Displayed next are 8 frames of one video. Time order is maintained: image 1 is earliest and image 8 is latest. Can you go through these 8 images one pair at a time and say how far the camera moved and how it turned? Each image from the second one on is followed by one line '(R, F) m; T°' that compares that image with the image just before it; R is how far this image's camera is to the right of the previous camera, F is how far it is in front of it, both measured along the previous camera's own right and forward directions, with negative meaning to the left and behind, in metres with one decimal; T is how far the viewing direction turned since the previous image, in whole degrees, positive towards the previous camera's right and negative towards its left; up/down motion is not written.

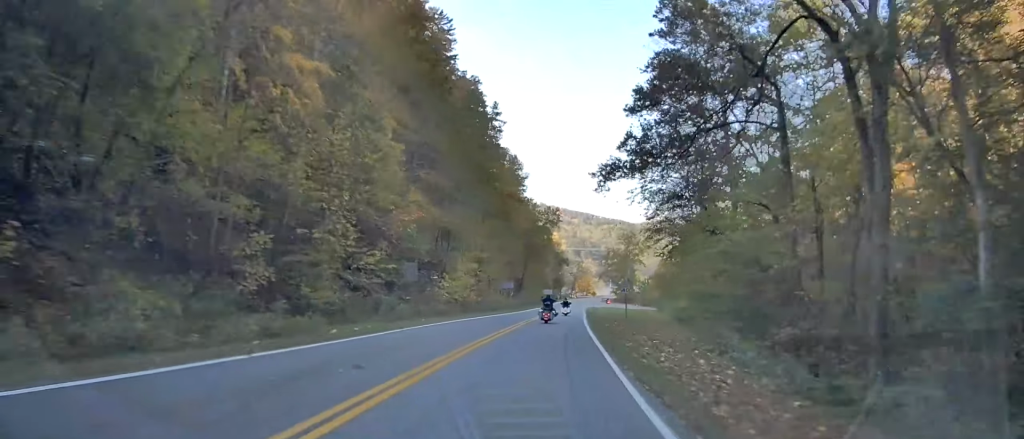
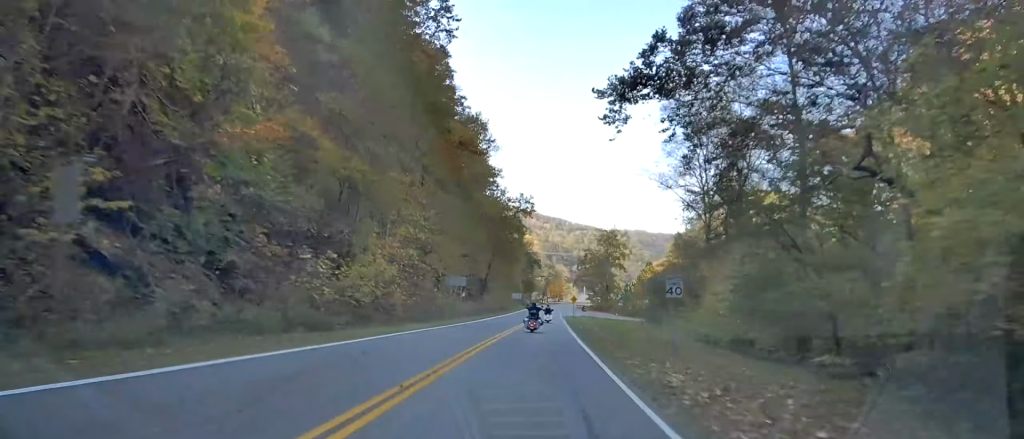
(+0.4, +22.5) m; +2°
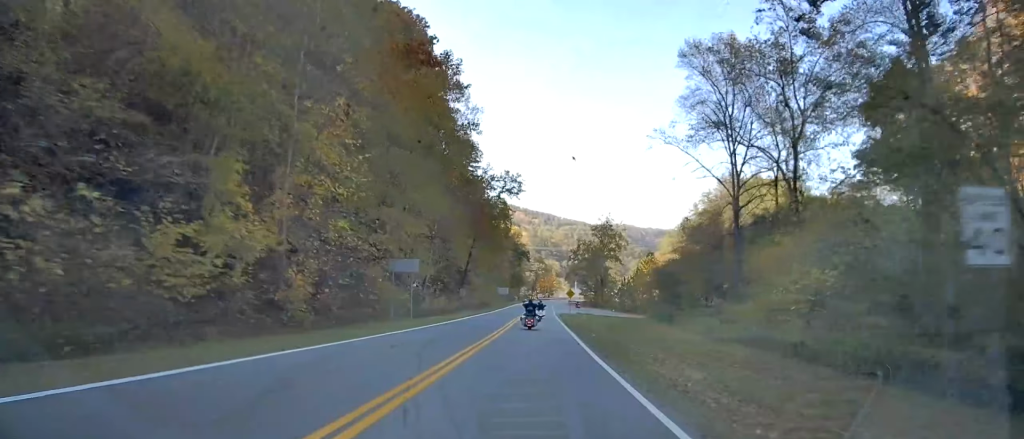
(+0.2, +16.1) m; +1°
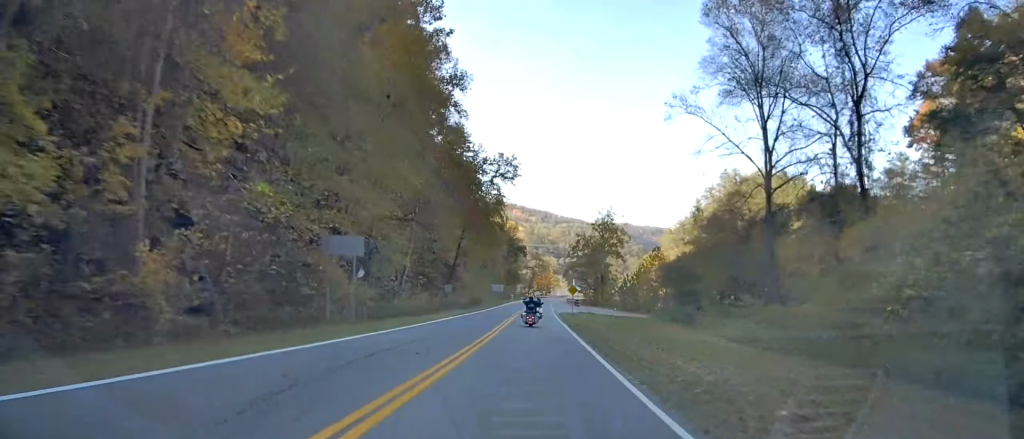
(0.0, +10.3) m; 0°
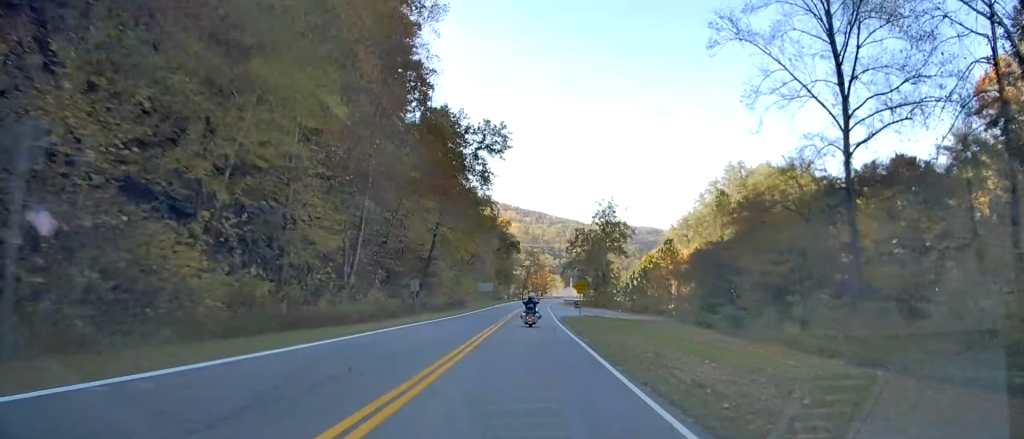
(0.0, +16.4) m; +1°
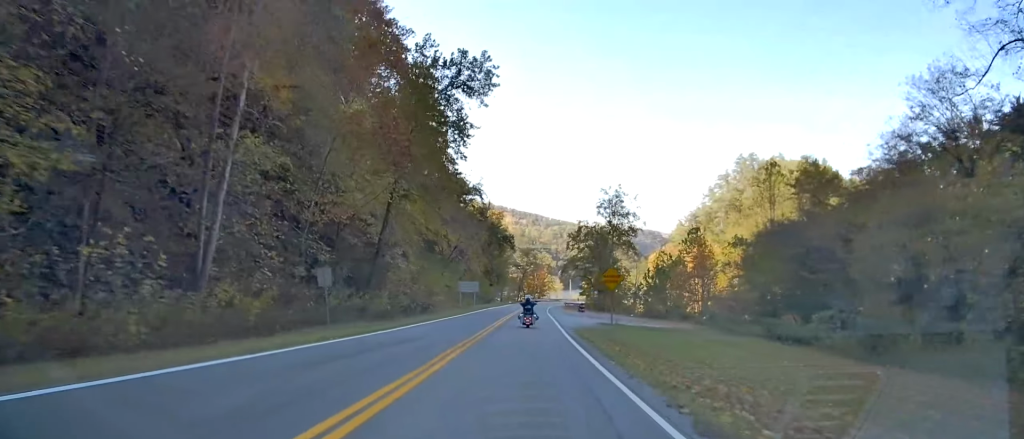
(+0.1, +21.1) m; +1°
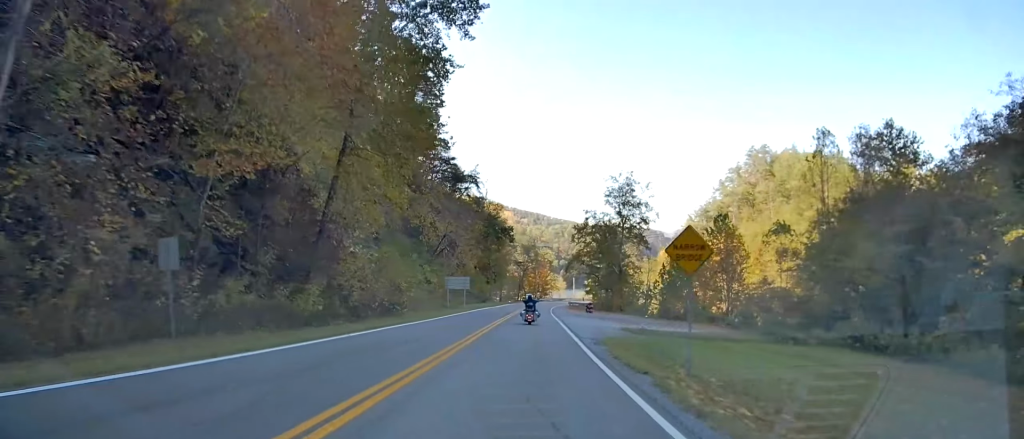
(+0.3, +13.2) m; 0°
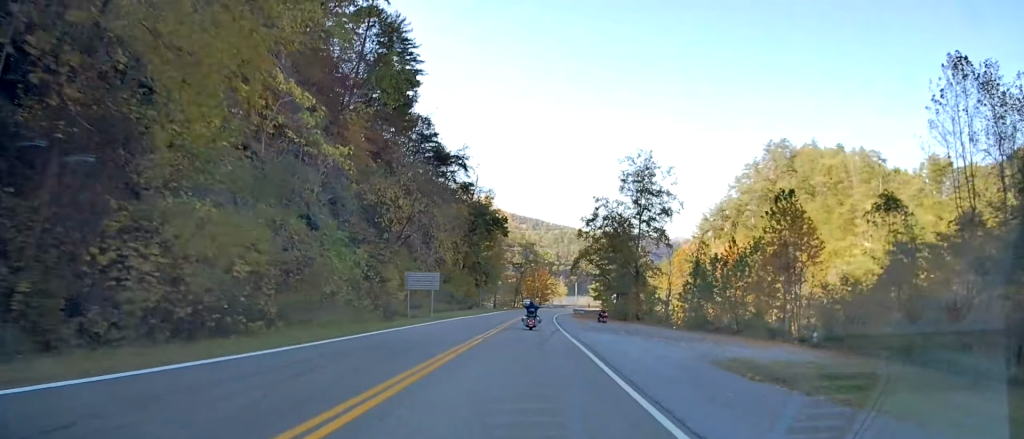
(-0.4, +20.9) m; -1°
